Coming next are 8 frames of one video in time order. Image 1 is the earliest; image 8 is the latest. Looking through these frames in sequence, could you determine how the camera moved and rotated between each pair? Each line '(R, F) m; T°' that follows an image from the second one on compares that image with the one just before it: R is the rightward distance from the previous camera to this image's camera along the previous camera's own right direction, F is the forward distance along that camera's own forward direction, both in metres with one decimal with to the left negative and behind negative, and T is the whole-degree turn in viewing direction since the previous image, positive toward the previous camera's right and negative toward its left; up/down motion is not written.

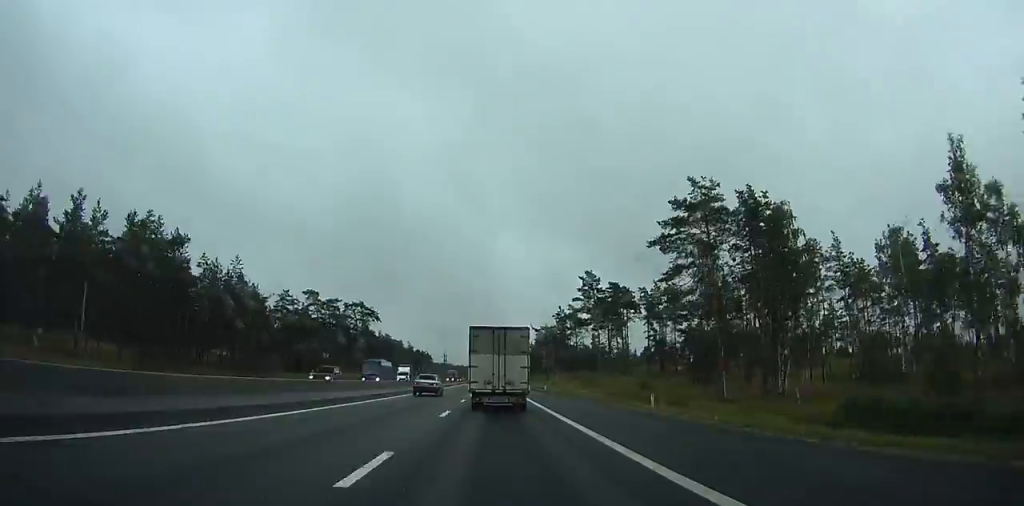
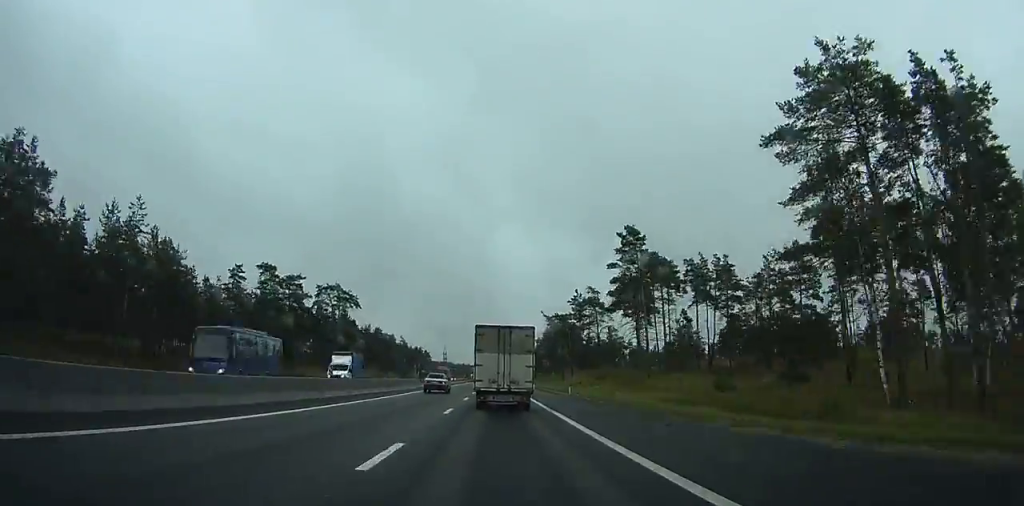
(0.0, +20.6) m; 0°
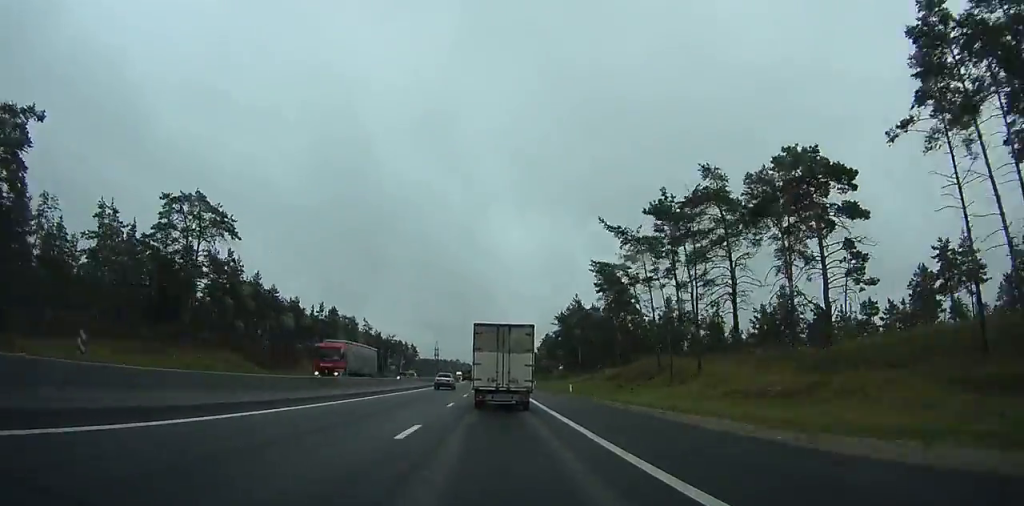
(+0.1, +54.0) m; 0°
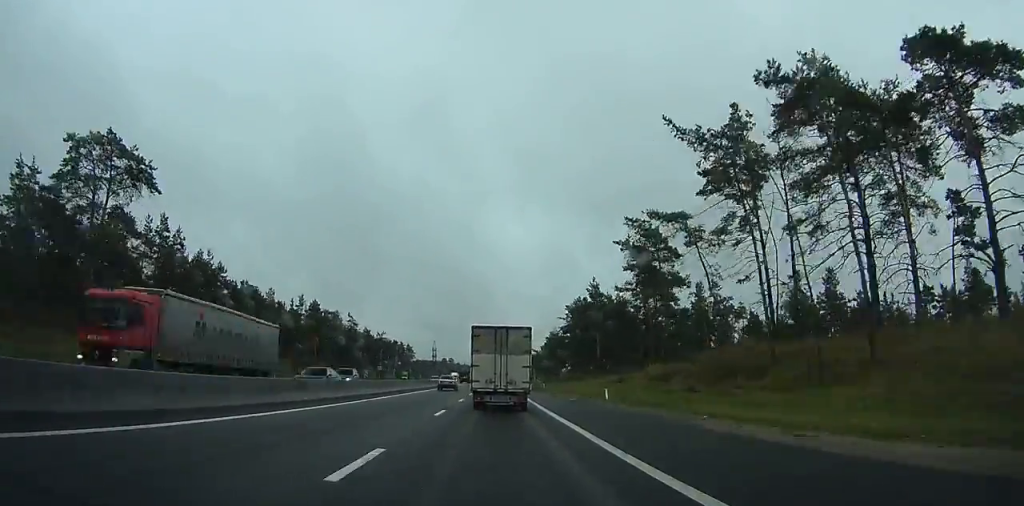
(0.0, +16.5) m; 0°
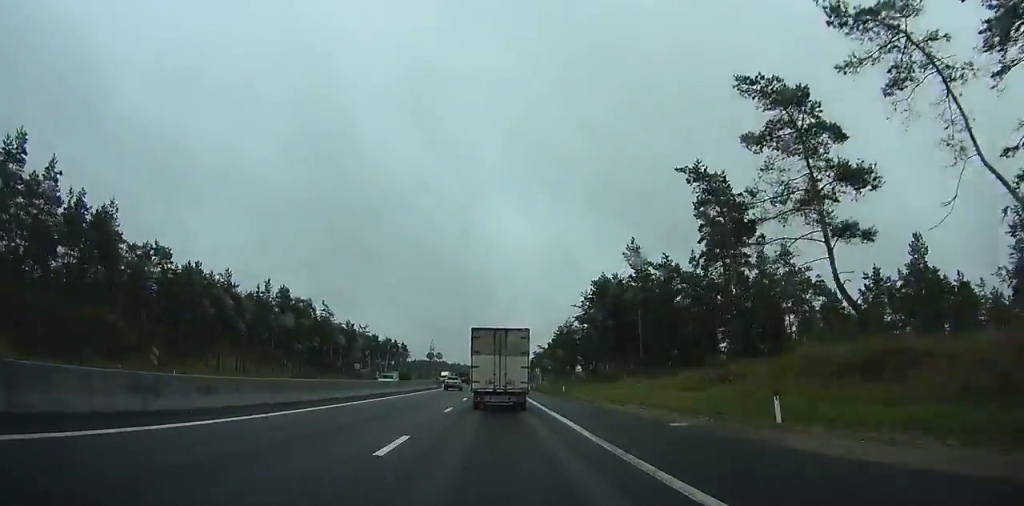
(0.0, +21.8) m; 0°
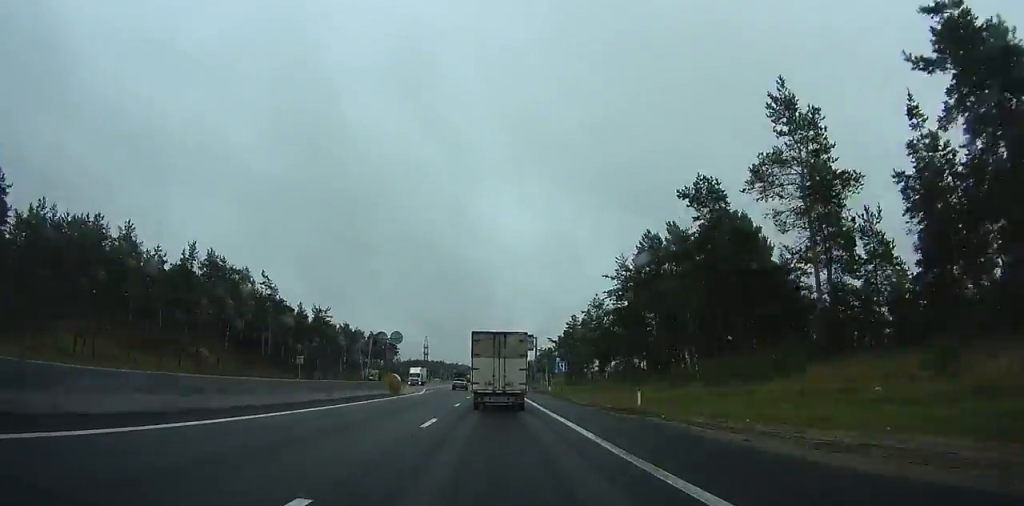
(0.0, +31.3) m; 0°
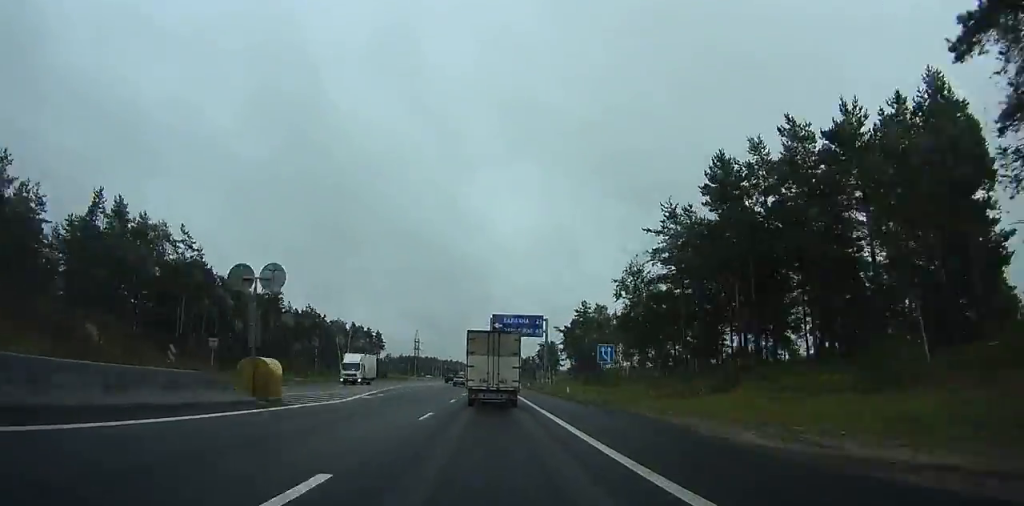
(0.0, +22.9) m; 0°
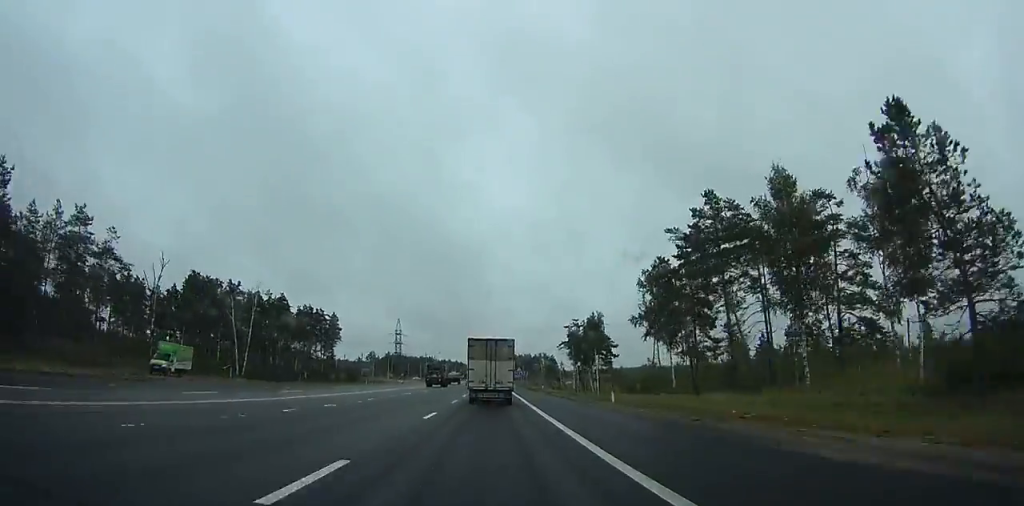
(+0.1, +71.4) m; 0°
